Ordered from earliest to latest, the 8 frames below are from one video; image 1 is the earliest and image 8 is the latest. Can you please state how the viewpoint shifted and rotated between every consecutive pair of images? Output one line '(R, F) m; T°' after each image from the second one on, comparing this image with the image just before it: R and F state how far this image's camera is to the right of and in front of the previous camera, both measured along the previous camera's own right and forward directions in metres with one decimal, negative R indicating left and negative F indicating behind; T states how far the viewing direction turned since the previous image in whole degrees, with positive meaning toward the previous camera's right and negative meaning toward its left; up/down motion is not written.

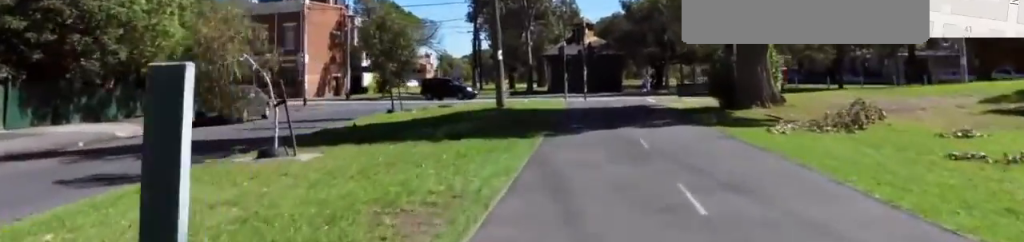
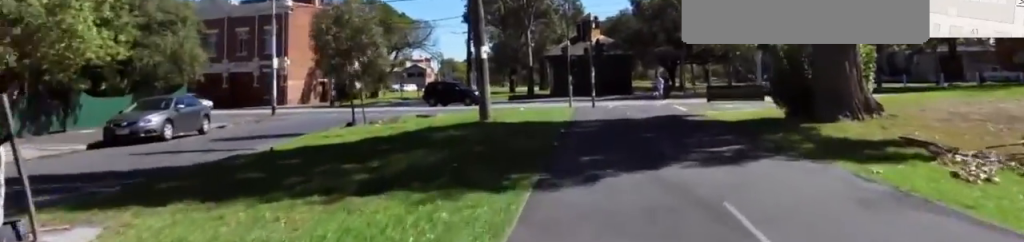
(+0.5, +4.8) m; +5°
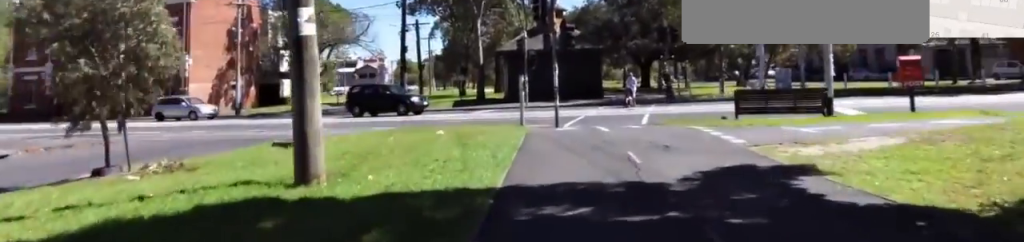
(+0.7, +8.6) m; +8°
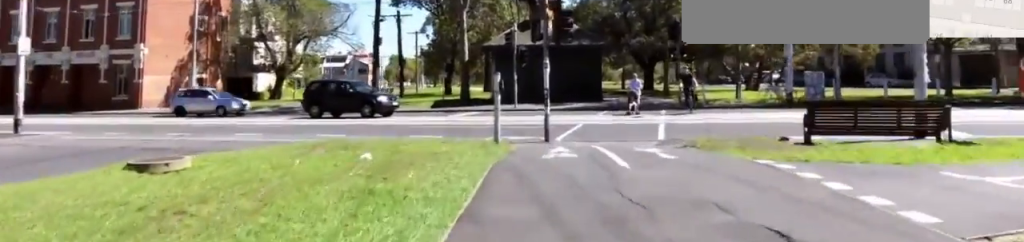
(+0.2, +4.4) m; +3°
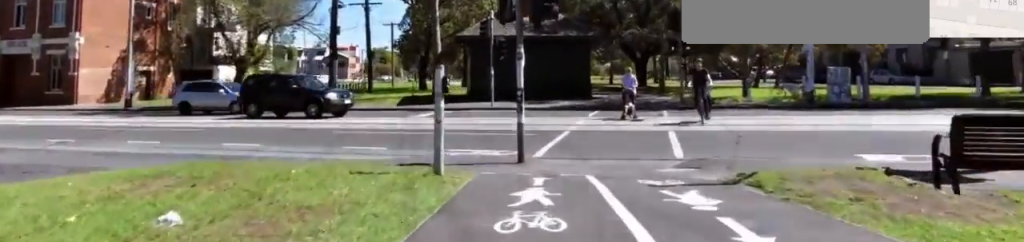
(+0.2, +3.9) m; +1°
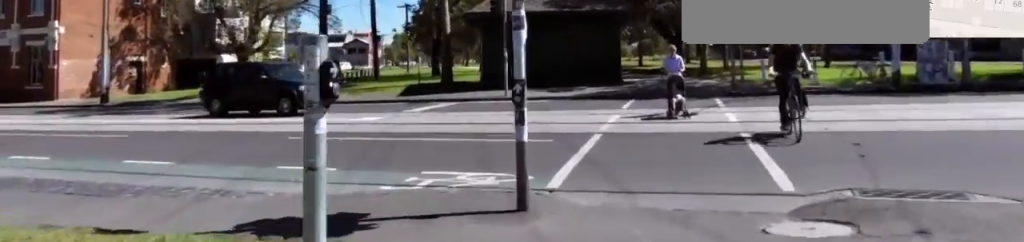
(+0.1, +3.9) m; -7°
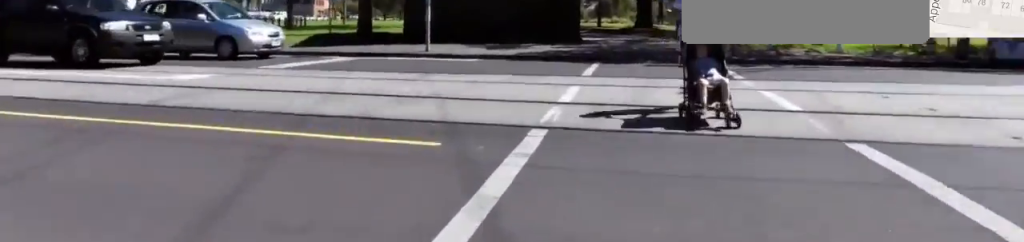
(-1.2, +5.3) m; -14°
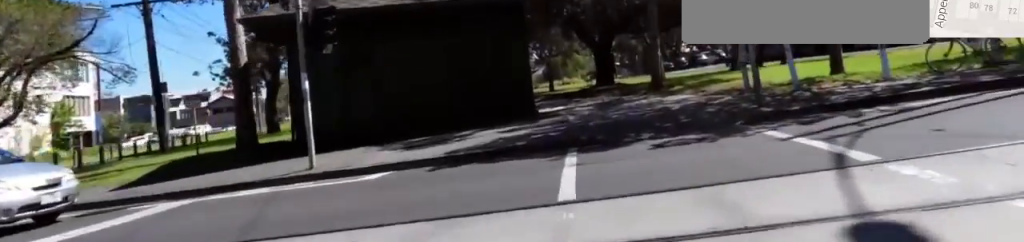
(+0.8, +4.9) m; +28°
